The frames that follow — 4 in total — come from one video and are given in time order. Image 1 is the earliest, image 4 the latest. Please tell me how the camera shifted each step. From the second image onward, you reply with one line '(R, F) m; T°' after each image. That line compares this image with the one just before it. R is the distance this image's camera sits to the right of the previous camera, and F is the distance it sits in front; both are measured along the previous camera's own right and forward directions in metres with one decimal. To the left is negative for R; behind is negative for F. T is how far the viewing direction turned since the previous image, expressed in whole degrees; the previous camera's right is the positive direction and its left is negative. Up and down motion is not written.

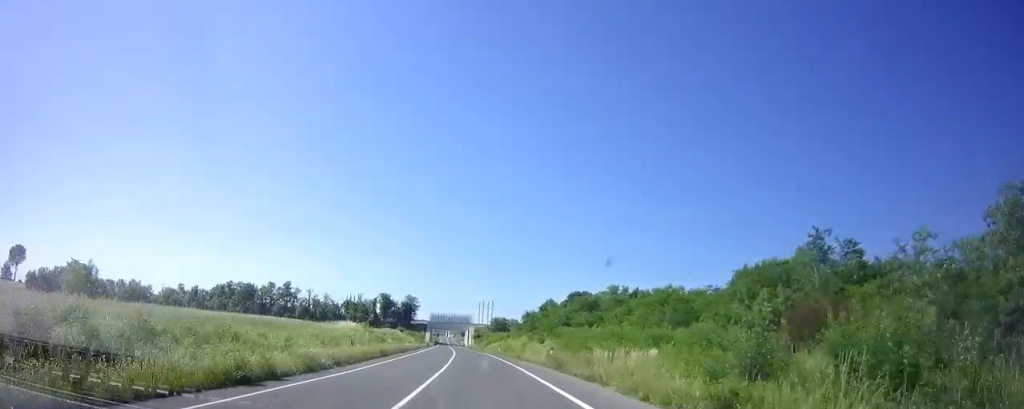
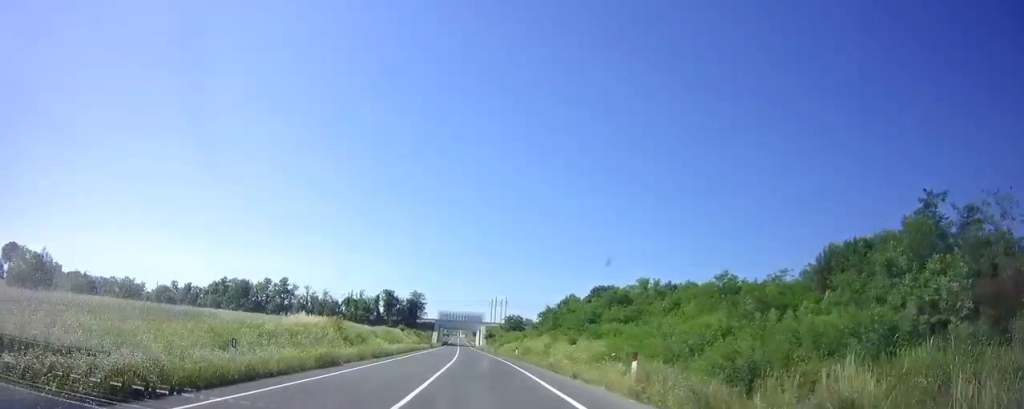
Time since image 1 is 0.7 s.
(-0.2, +15.5) m; -1°
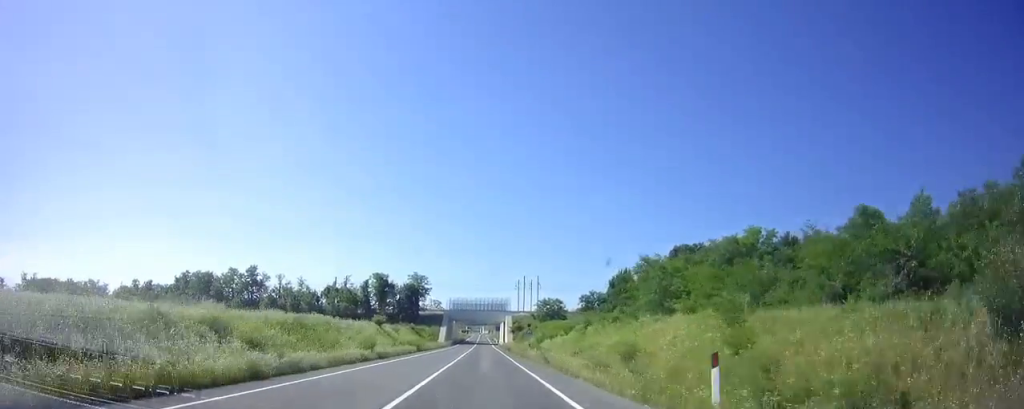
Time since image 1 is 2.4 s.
(-0.8, +39.6) m; -2°
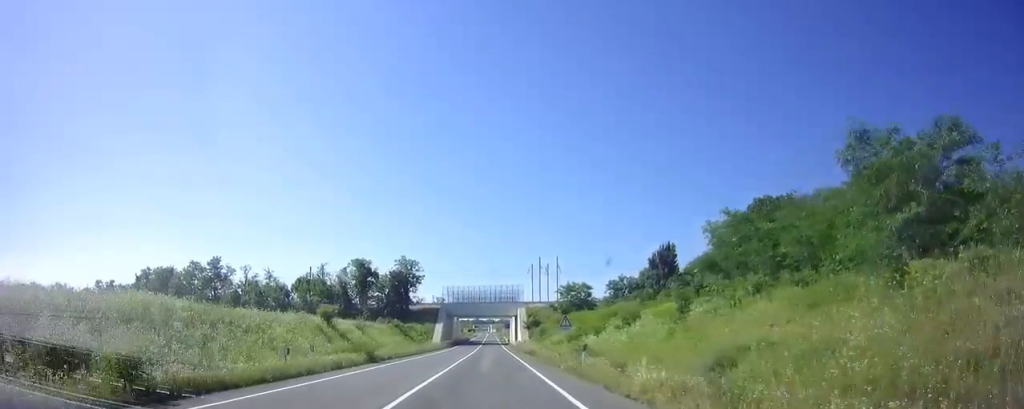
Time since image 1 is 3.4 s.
(-0.1, +23.4) m; 0°
